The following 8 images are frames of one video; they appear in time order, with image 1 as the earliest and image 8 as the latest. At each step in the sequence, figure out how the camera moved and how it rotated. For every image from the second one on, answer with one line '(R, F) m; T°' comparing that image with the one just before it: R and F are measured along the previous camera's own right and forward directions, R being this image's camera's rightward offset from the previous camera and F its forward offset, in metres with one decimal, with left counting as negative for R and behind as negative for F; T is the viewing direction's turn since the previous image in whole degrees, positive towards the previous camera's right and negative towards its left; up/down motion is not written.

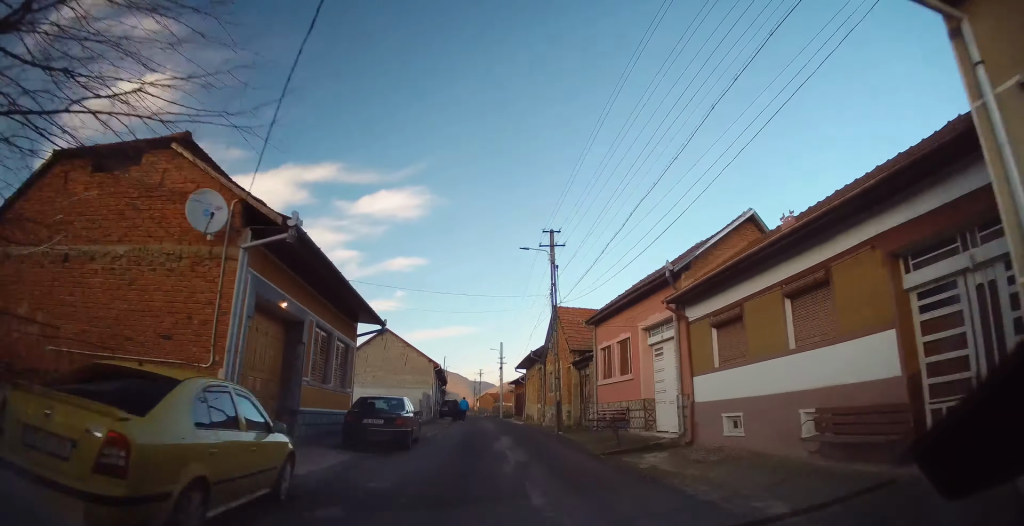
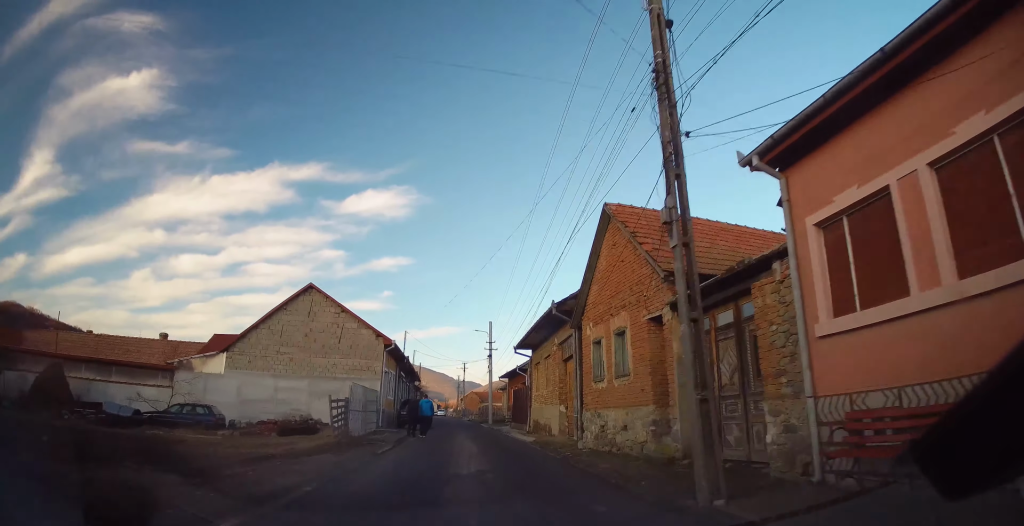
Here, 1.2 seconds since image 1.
(+0.4, +16.1) m; +3°
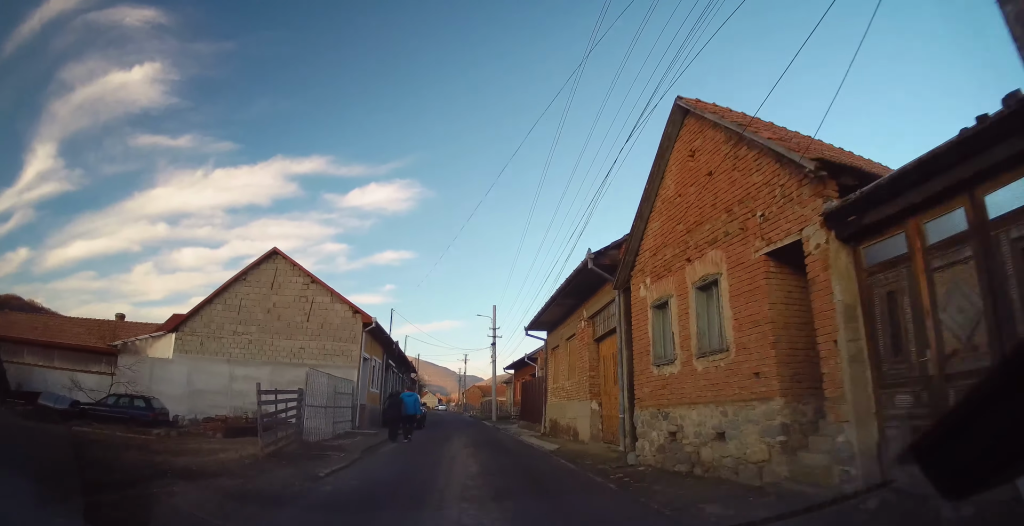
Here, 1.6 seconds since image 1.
(+0.1, +5.6) m; 0°
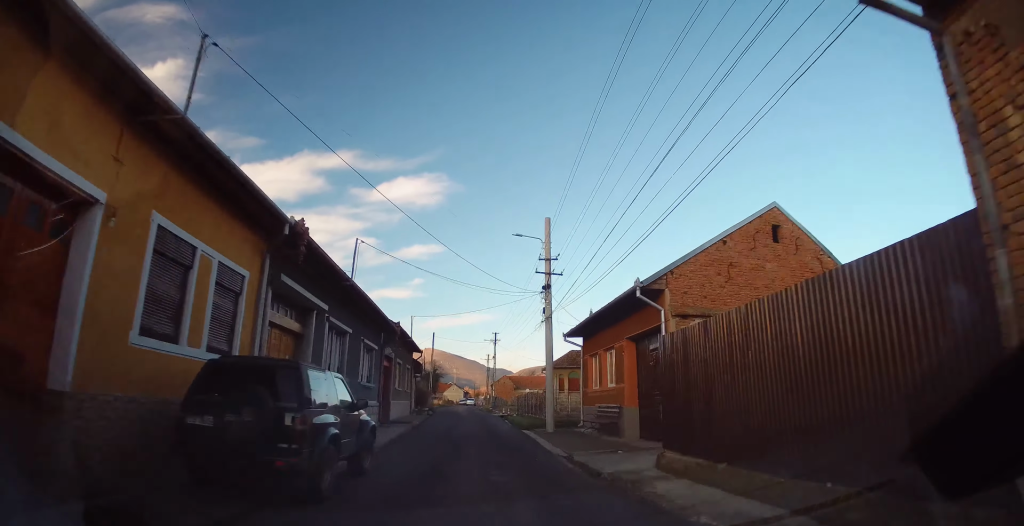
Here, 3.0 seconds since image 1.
(-0.3, +19.4) m; -3°
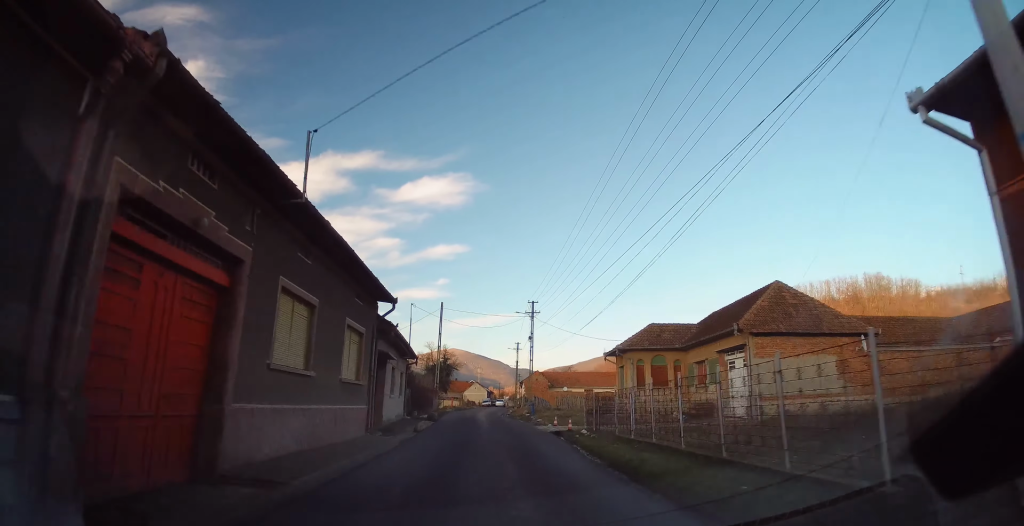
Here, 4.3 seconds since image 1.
(-0.7, +19.5) m; -4°
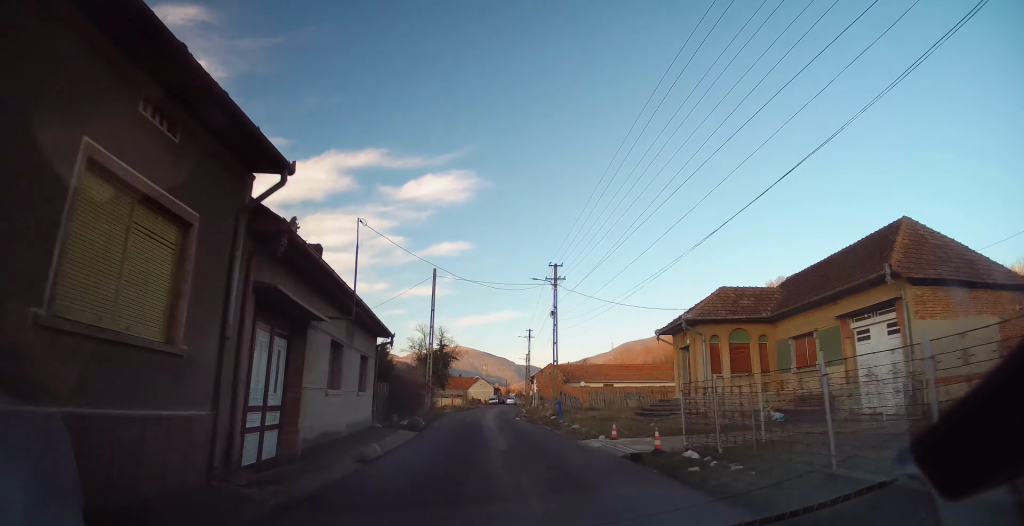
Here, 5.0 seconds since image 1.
(-0.3, +9.9) m; 0°
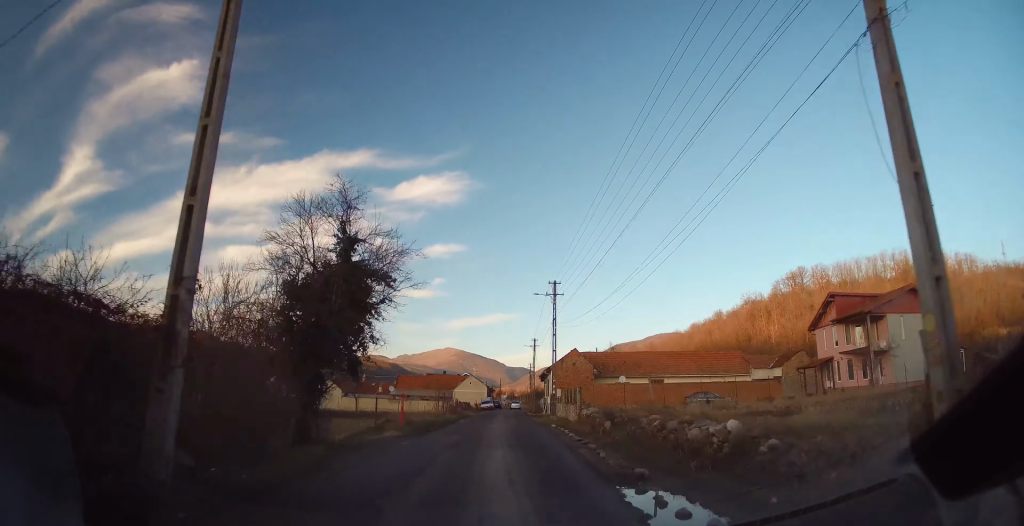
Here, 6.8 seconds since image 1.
(+0.8, +26.6) m; +3°
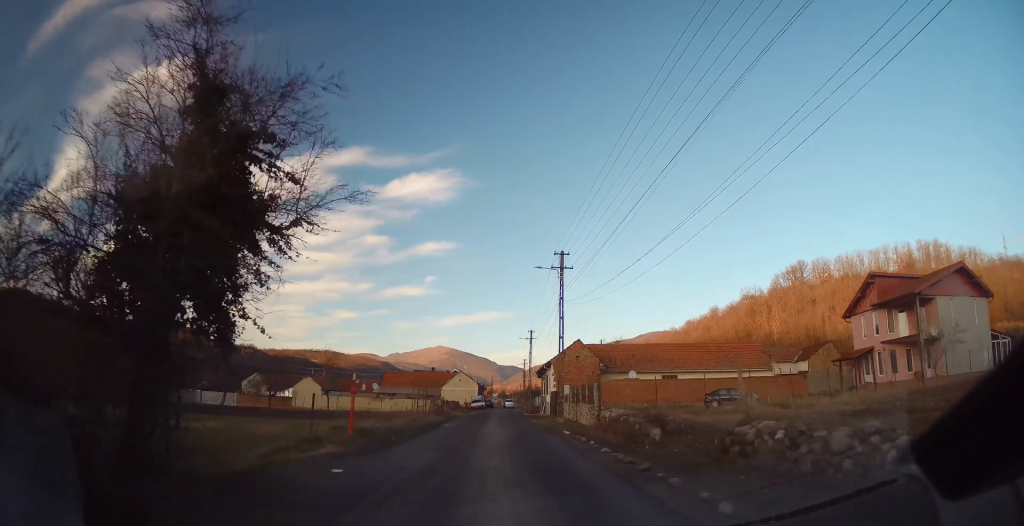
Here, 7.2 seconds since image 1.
(+0.1, +6.6) m; 0°
